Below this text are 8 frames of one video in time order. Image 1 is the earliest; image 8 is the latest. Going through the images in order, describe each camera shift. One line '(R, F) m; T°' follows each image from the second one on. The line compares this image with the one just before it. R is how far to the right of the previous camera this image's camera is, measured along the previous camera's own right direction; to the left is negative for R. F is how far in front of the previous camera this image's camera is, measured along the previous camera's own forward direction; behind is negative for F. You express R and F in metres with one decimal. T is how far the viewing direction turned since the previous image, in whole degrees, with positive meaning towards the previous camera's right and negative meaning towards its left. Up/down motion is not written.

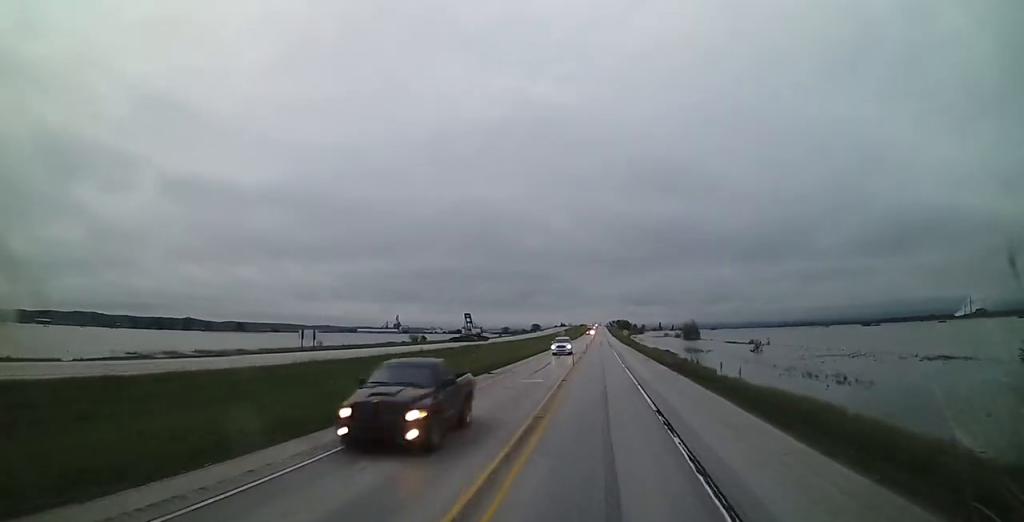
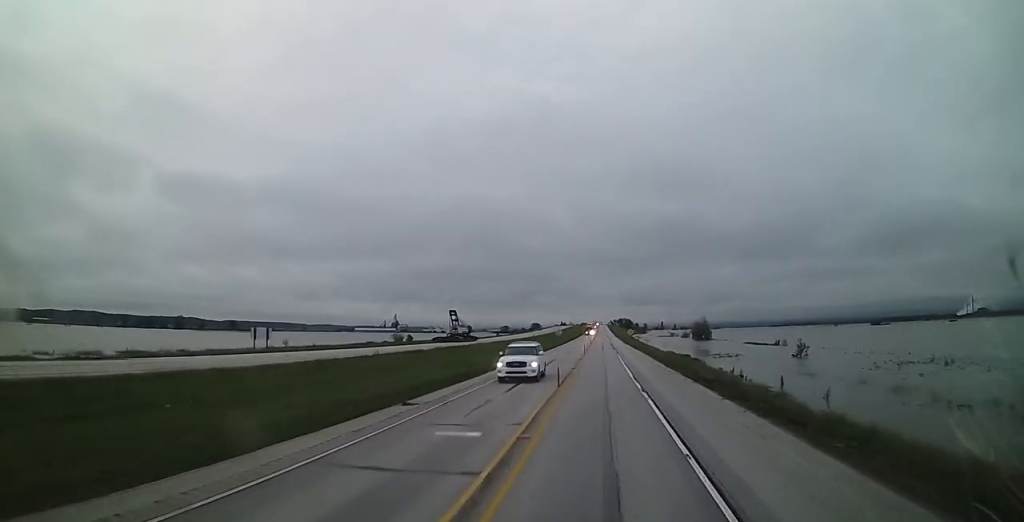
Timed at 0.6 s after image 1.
(-0.1, +15.6) m; 0°
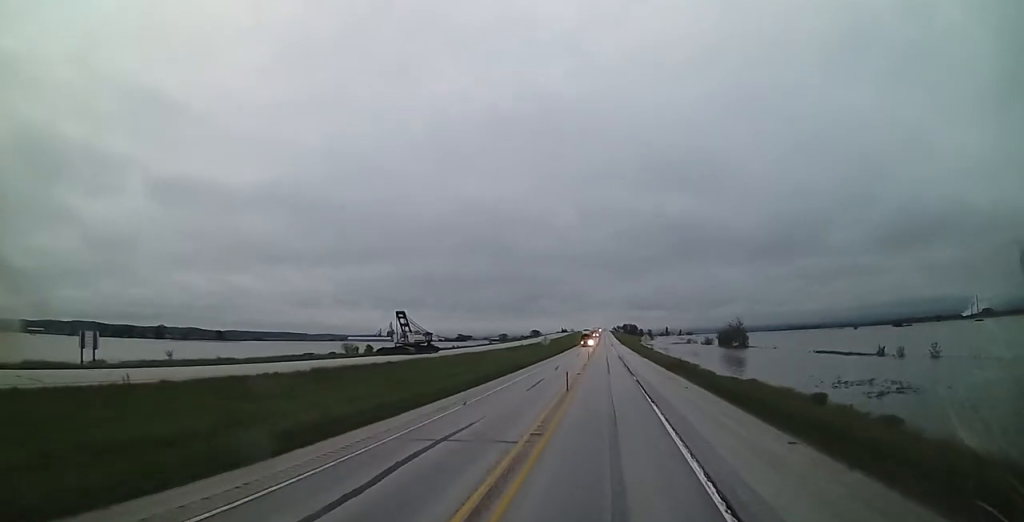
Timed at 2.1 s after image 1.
(-0.2, +35.1) m; 0°
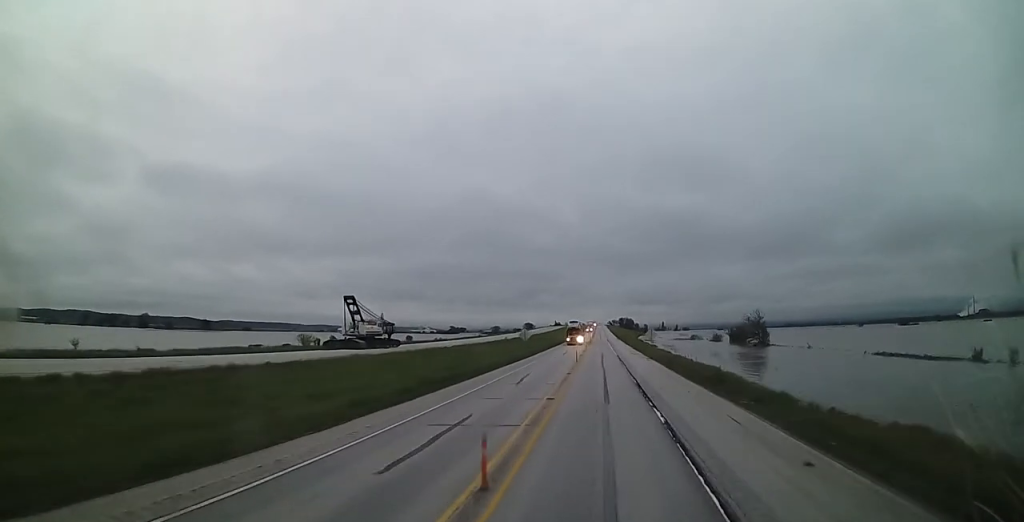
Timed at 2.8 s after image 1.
(0.0, +17.9) m; 0°
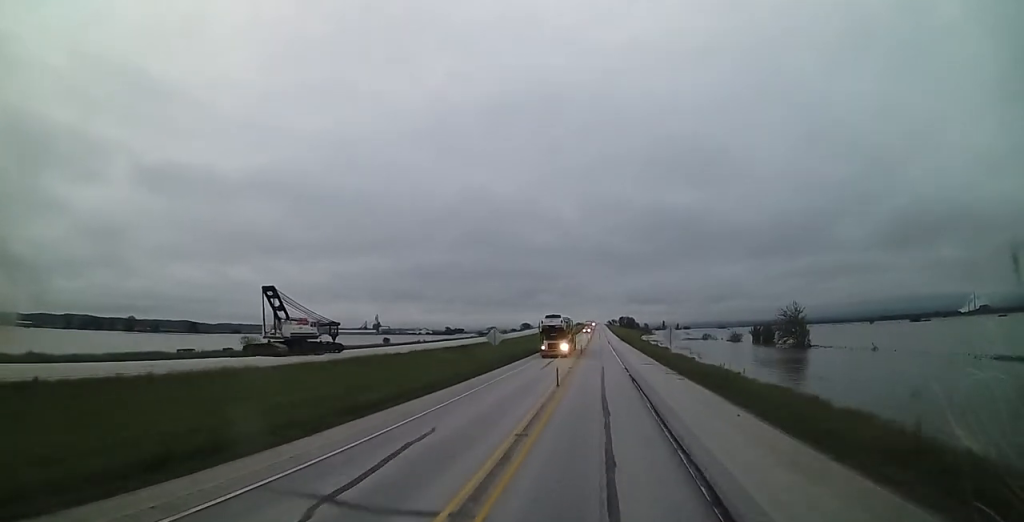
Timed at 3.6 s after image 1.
(0.0, +19.6) m; 0°
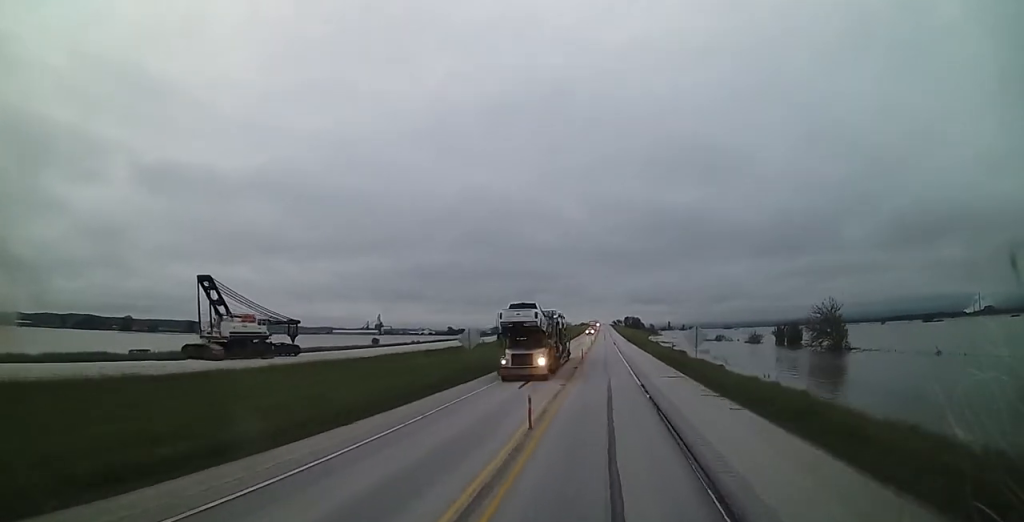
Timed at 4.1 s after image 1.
(0.0, +11.4) m; 0°
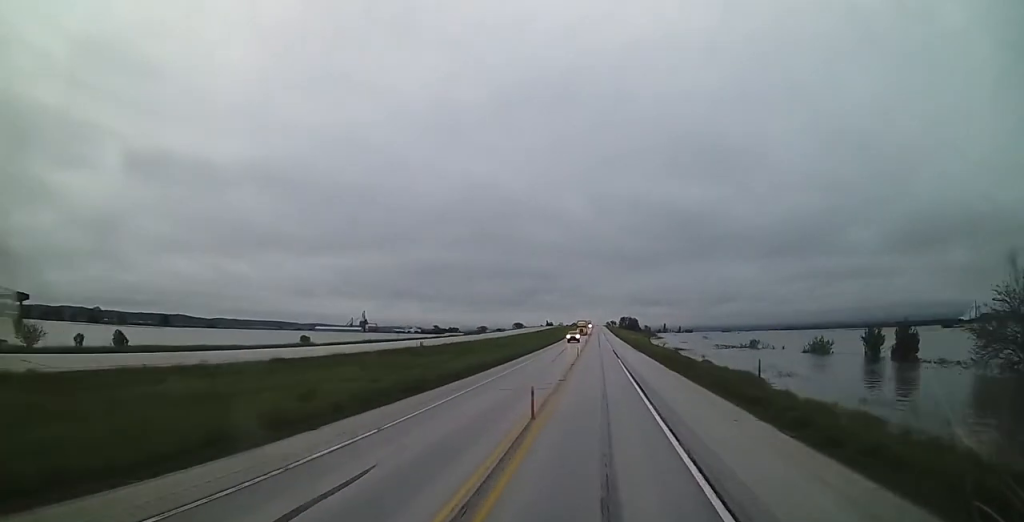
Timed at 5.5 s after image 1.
(+0.2, +35.1) m; +1°
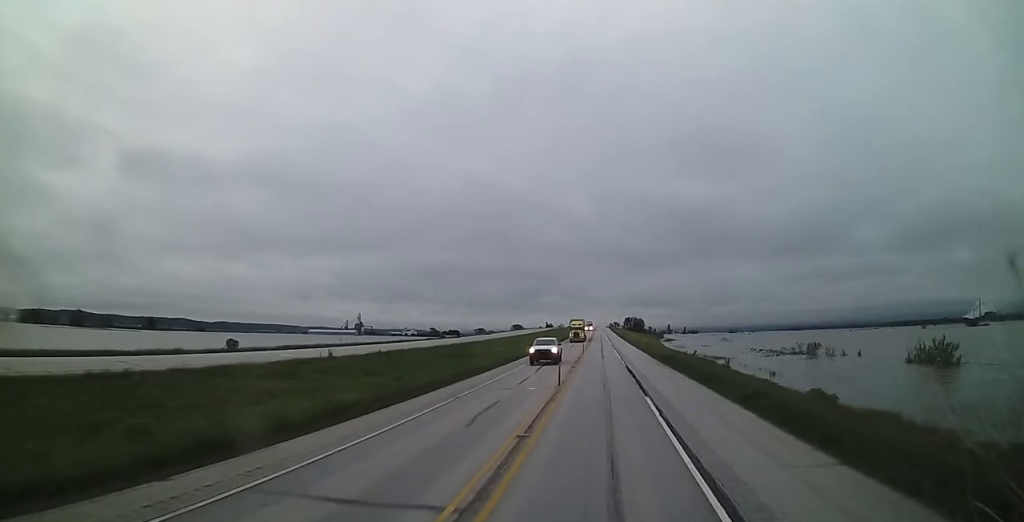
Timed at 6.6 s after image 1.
(+0.1, +26.9) m; 0°
